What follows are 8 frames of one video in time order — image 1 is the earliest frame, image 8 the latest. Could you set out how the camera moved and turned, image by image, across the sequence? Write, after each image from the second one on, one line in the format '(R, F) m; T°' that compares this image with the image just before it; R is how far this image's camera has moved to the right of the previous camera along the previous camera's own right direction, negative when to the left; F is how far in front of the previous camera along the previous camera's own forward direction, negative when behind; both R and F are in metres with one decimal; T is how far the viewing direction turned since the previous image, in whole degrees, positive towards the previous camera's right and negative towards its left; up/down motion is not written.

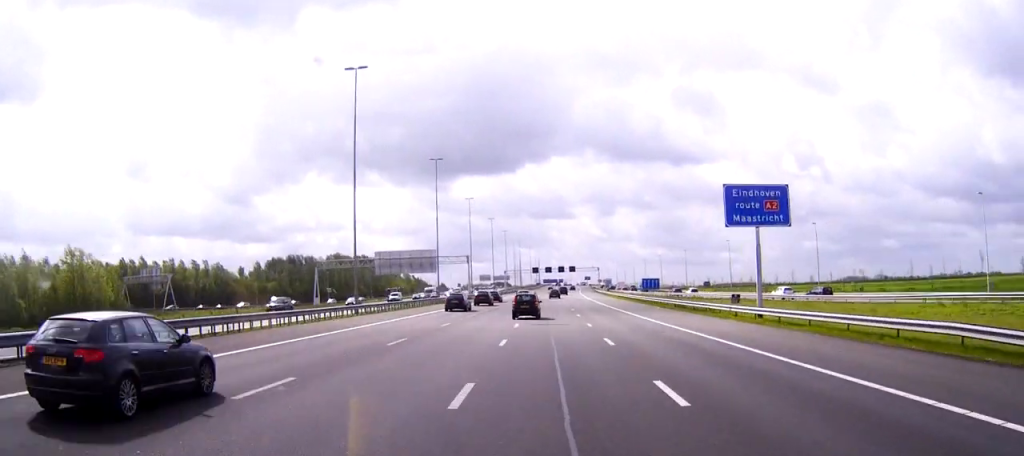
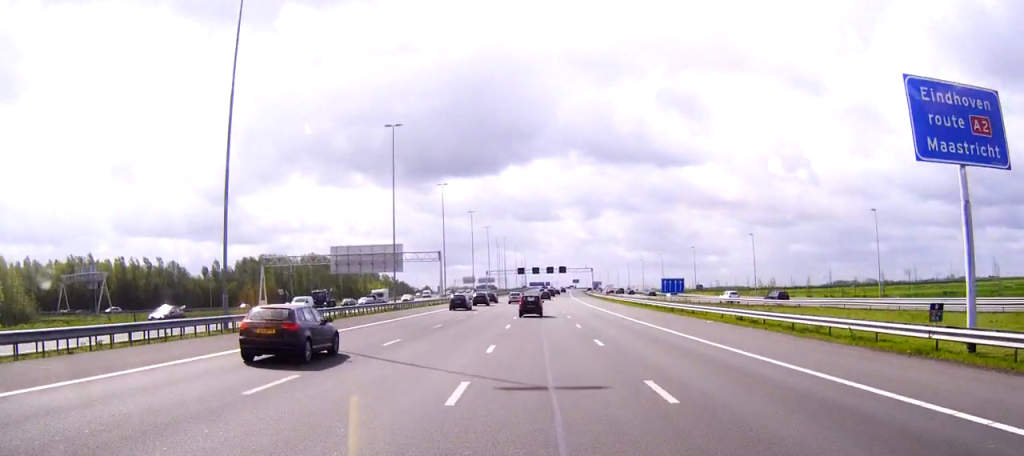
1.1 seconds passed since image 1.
(+0.2, +21.5) m; +1°
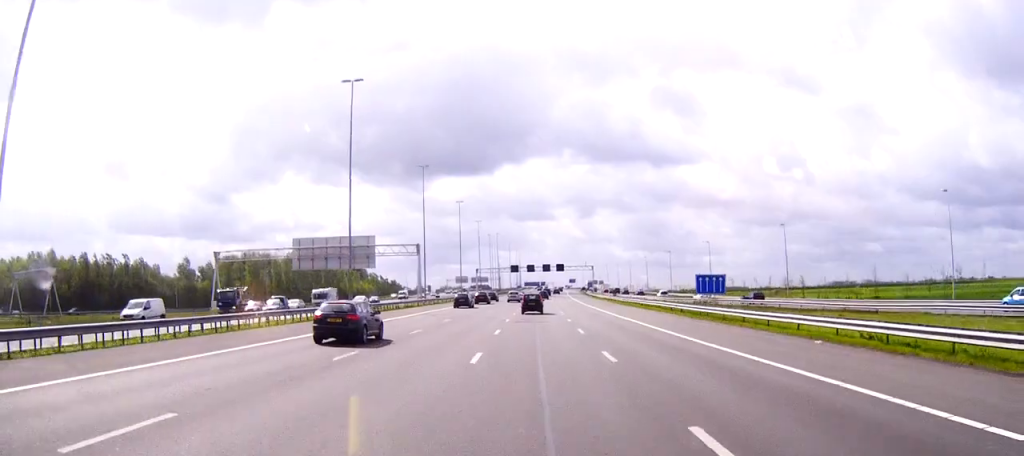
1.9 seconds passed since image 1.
(+0.1, +16.5) m; 0°
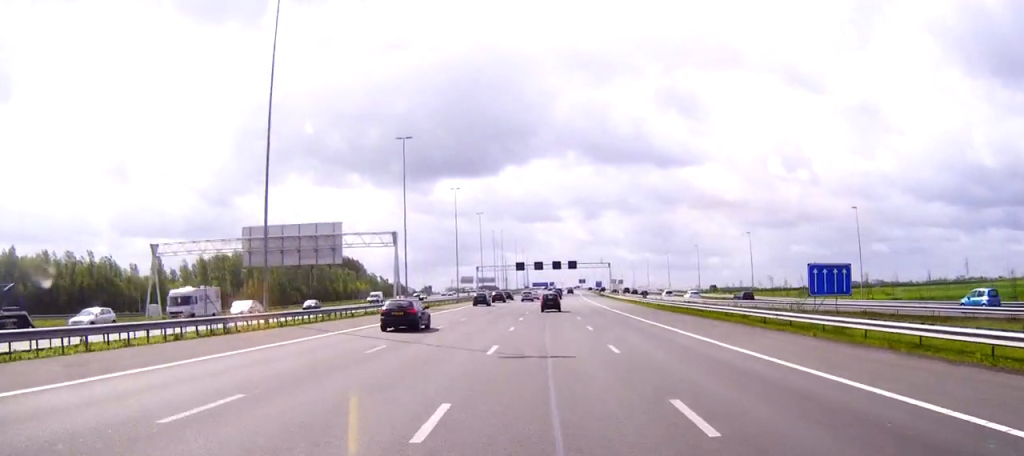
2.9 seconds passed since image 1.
(0.0, +20.9) m; 0°
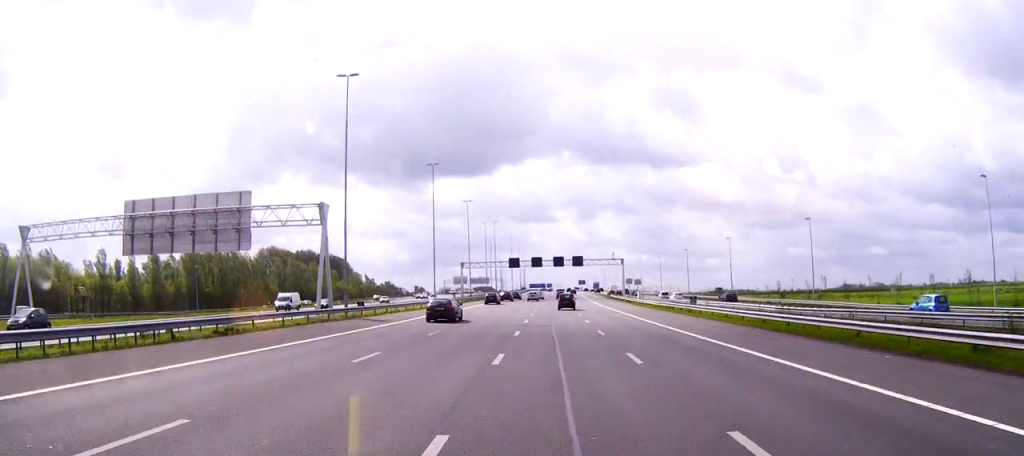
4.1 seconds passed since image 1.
(0.0, +26.1) m; 0°
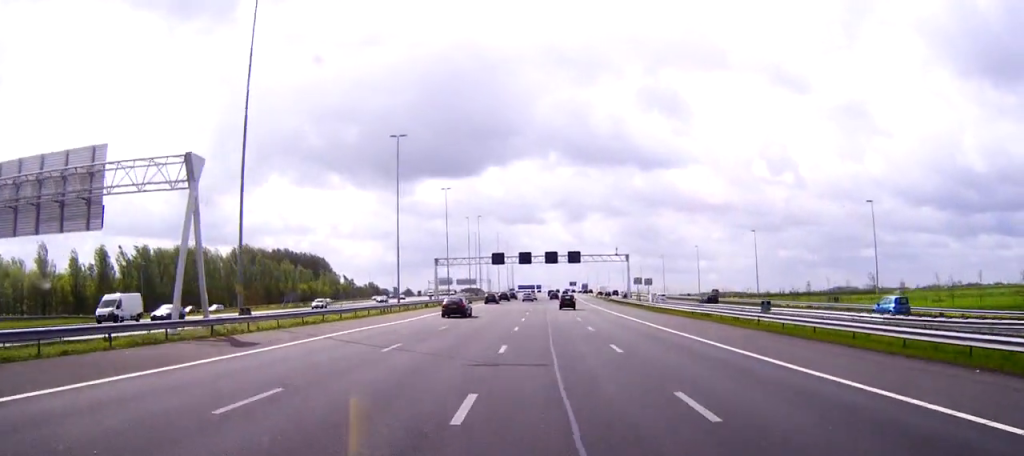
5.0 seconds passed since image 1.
(+0.1, +19.9) m; +1°
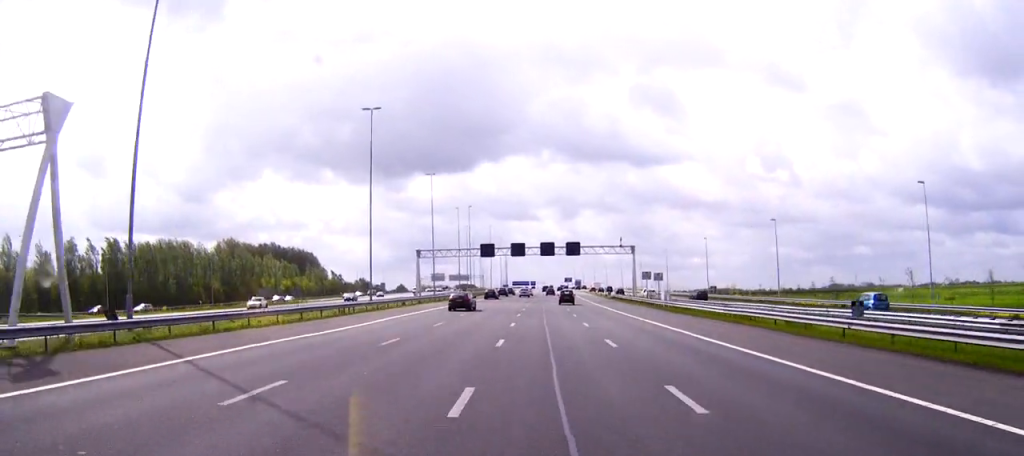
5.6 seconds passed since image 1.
(+0.1, +11.4) m; 0°
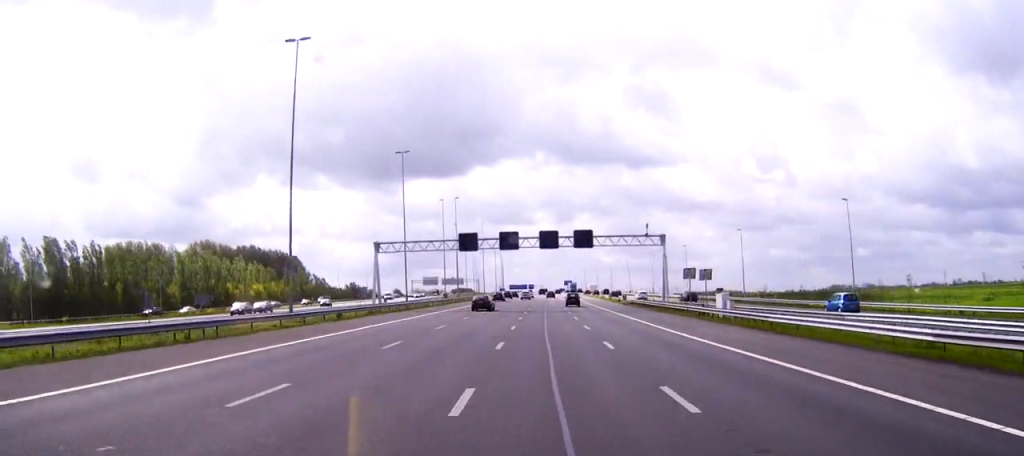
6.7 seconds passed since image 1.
(+0.1, +23.5) m; 0°
